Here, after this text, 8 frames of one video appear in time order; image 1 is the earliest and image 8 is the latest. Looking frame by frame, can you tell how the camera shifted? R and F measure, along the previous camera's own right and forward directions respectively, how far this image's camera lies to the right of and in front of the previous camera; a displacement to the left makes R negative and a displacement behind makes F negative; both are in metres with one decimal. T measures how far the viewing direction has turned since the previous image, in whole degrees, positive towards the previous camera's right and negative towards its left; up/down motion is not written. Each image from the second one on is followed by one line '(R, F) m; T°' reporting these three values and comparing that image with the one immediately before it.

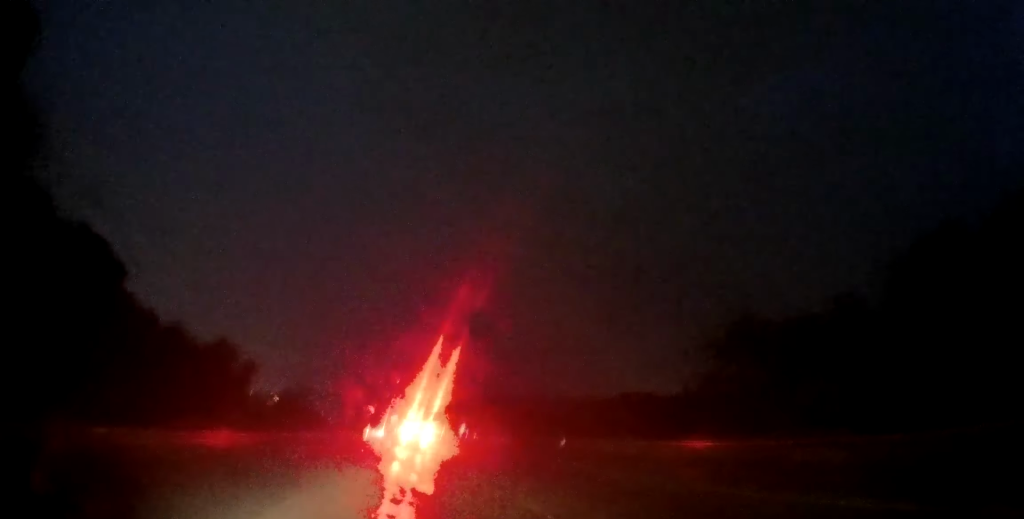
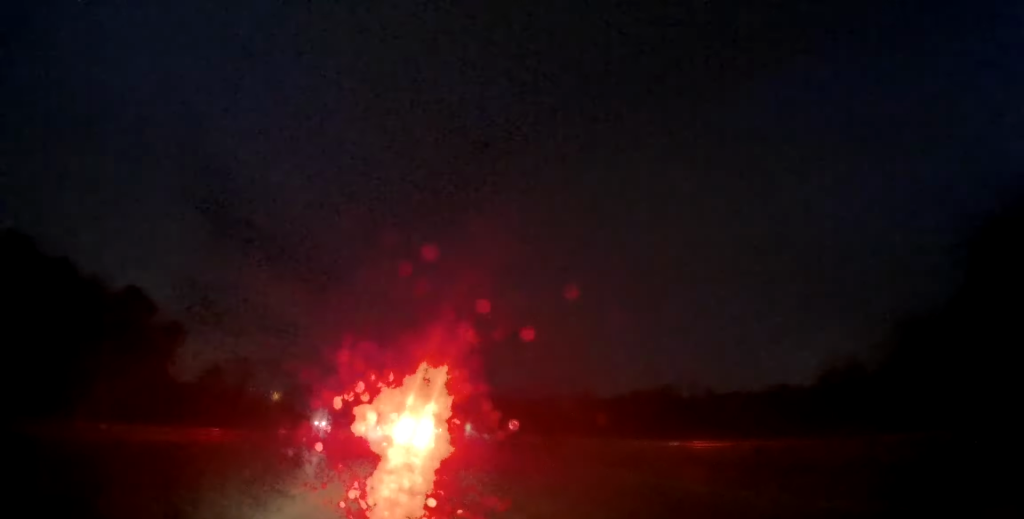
(+0.2, +18.3) m; 0°
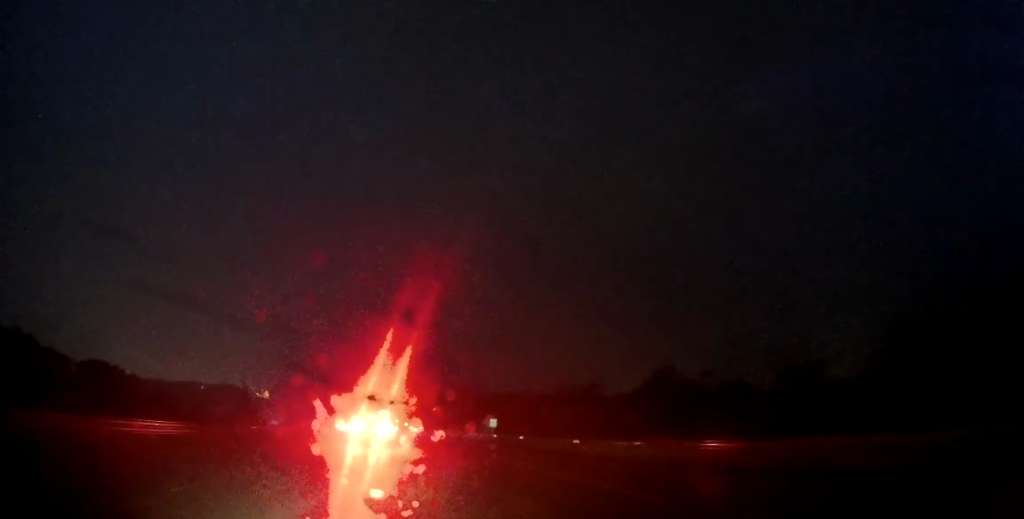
(-0.5, +50.2) m; +1°
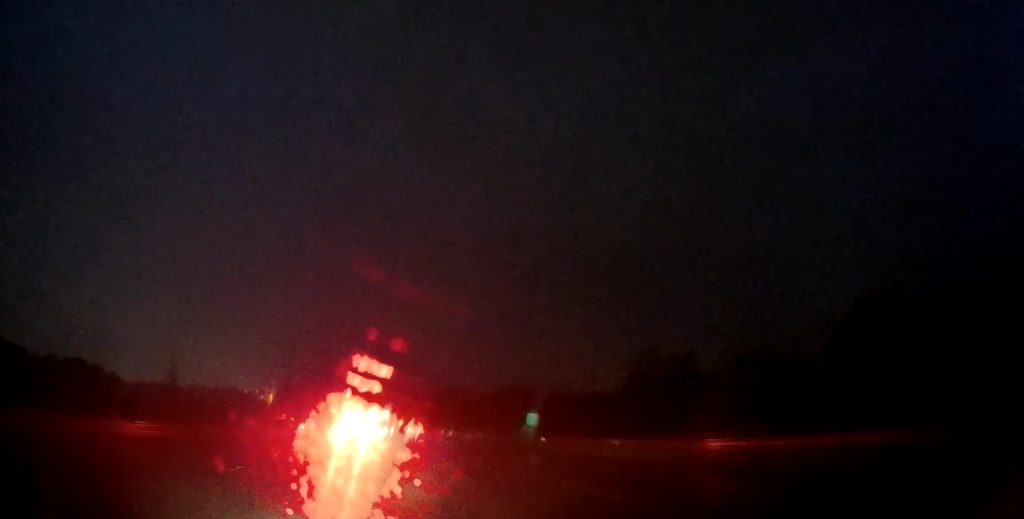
(+0.8, +20.1) m; 0°
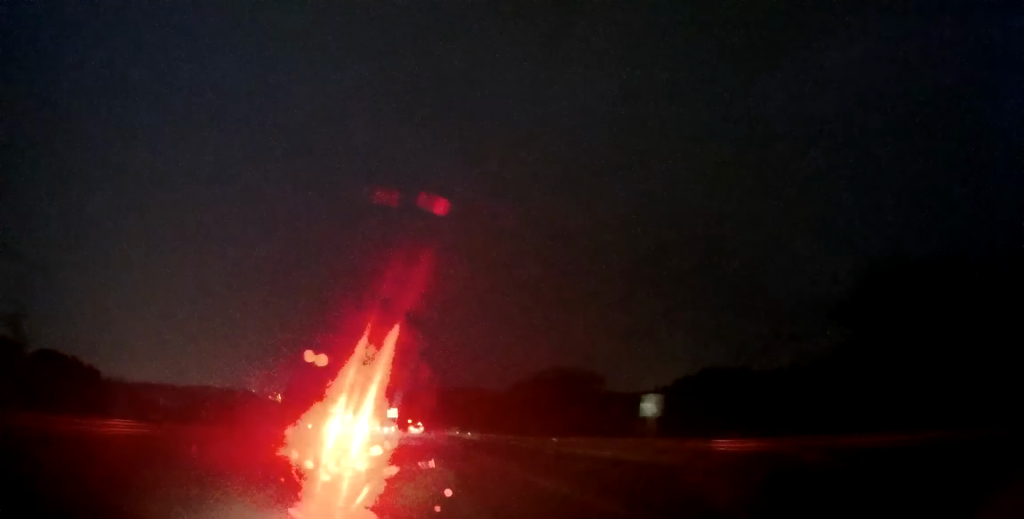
(-0.2, +21.0) m; -1°
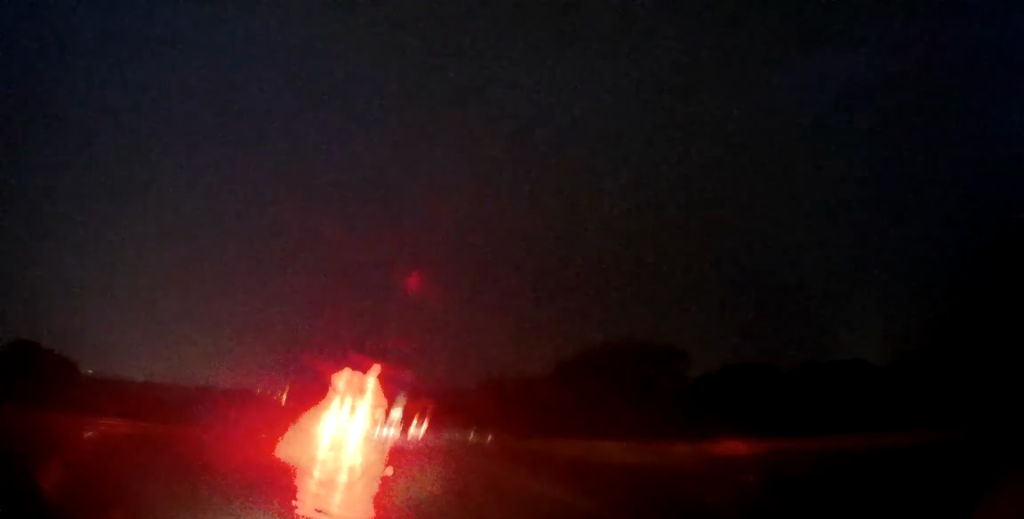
(-0.4, +17.7) m; -1°
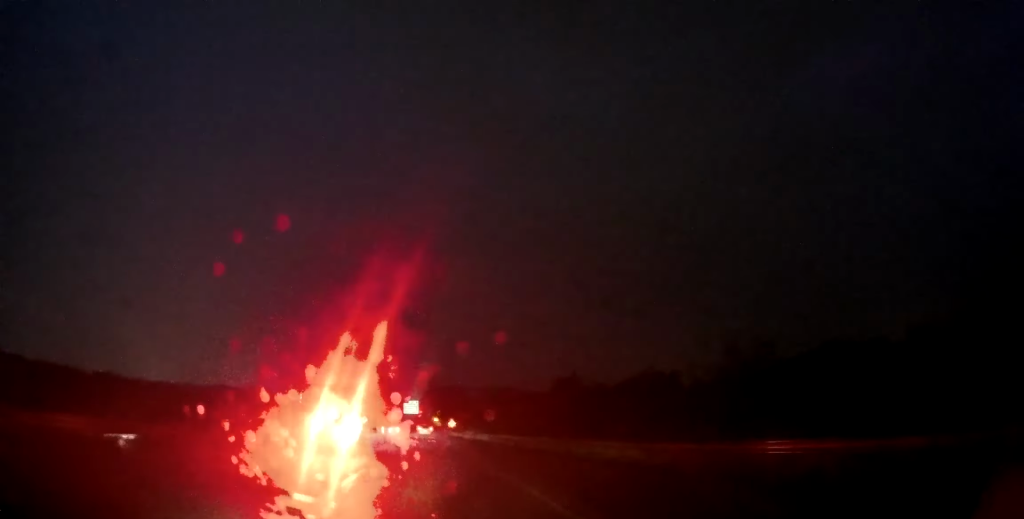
(-0.9, +68.2) m; -2°
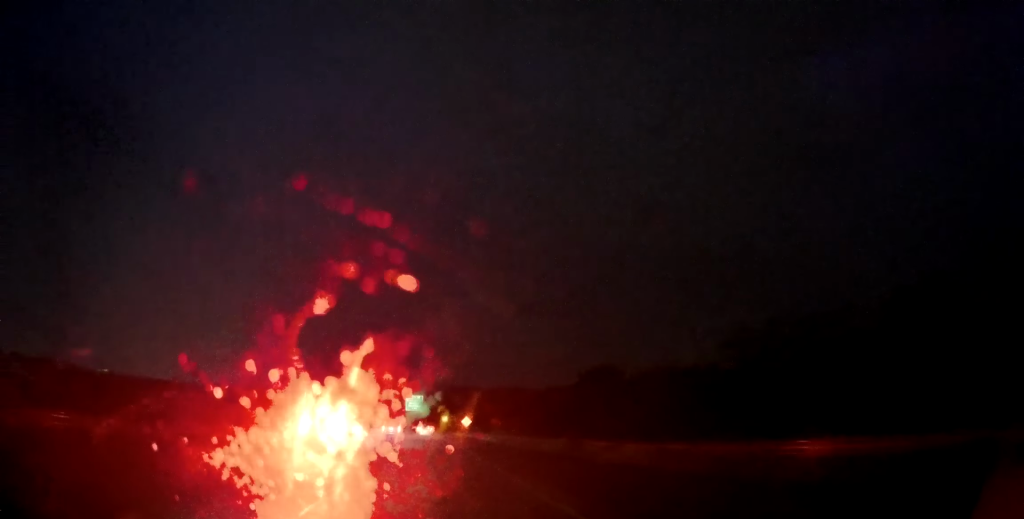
(-0.1, +29.9) m; -1°
